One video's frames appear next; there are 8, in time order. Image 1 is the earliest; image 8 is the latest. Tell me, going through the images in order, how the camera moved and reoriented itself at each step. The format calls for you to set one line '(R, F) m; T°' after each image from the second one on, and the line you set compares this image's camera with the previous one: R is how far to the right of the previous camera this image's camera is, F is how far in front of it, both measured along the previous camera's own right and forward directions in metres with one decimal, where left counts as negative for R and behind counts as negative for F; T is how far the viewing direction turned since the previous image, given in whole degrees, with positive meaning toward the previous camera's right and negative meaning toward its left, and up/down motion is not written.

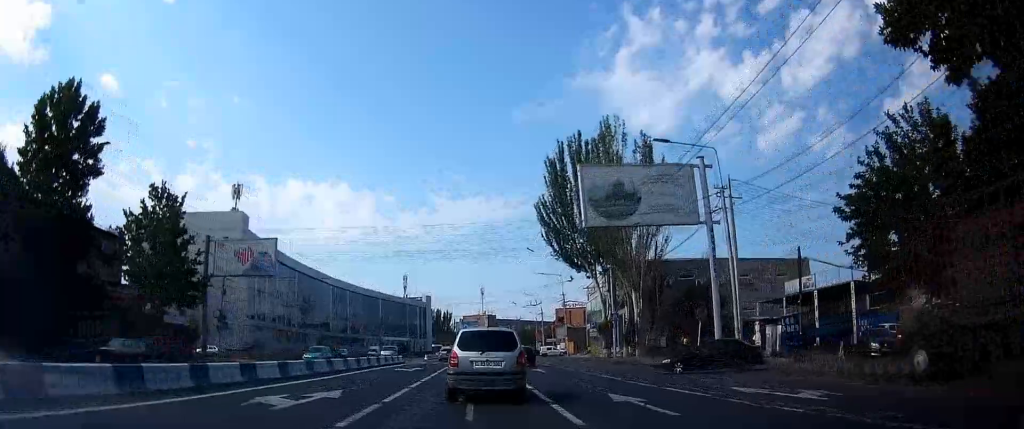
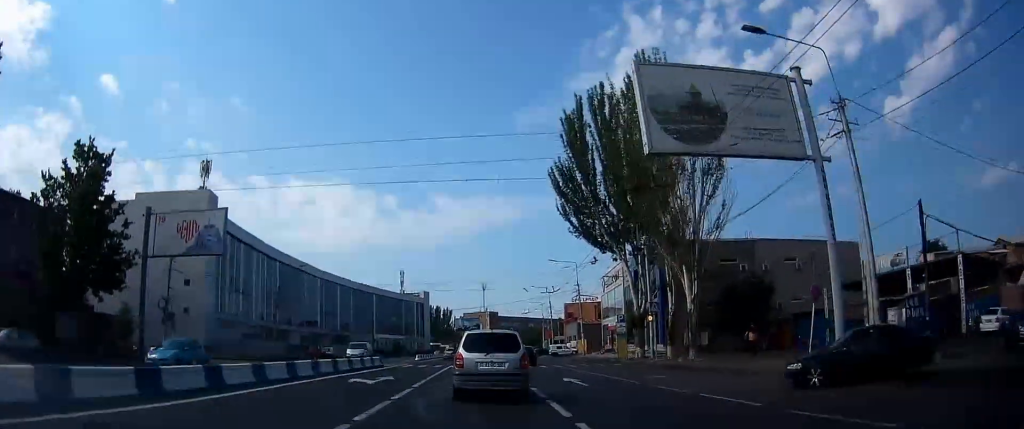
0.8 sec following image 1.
(-0.4, +11.6) m; 0°
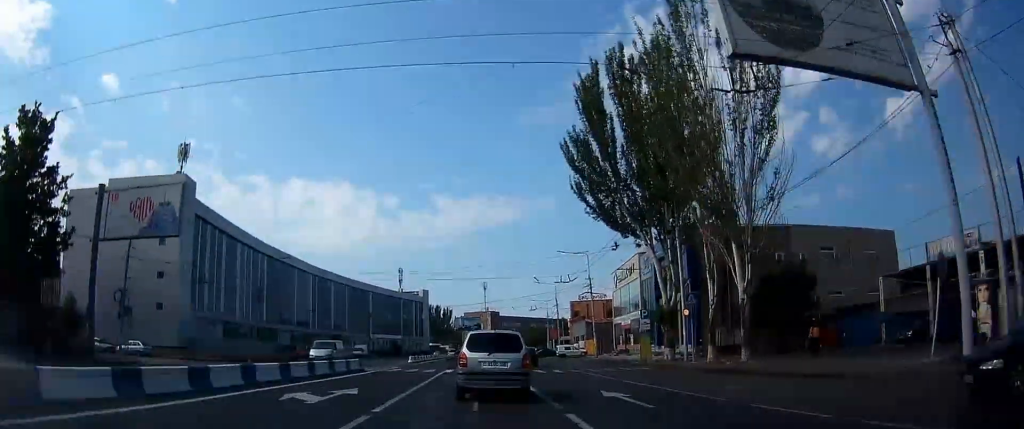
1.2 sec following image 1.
(-0.3, +7.0) m; 0°
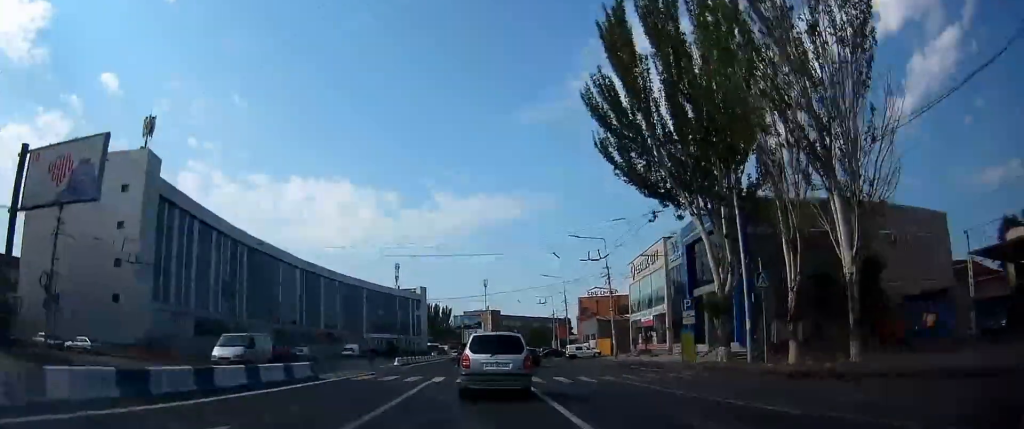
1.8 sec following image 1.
(+0.5, +9.0) m; 0°
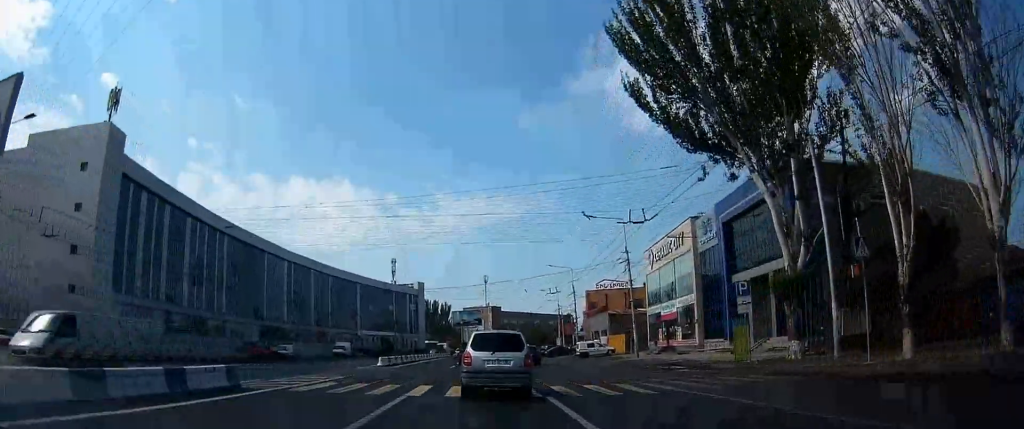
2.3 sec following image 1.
(+0.2, +7.5) m; 0°
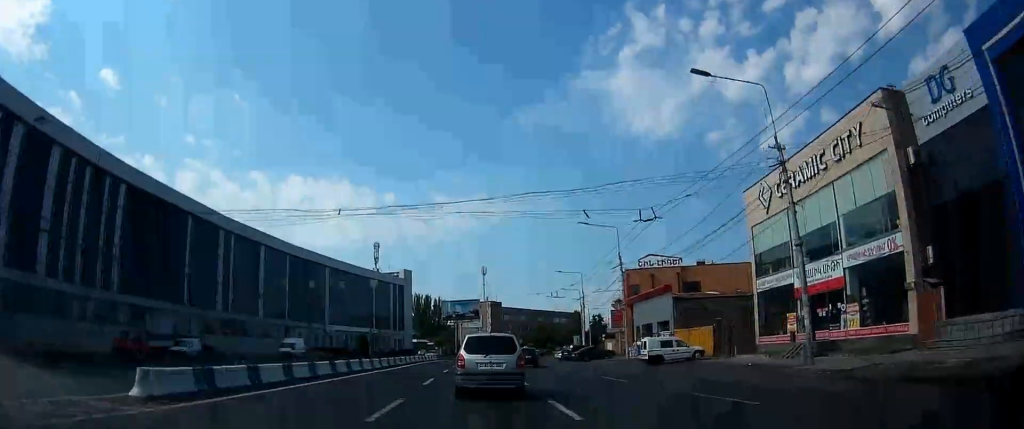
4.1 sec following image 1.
(-0.1, +25.9) m; +1°
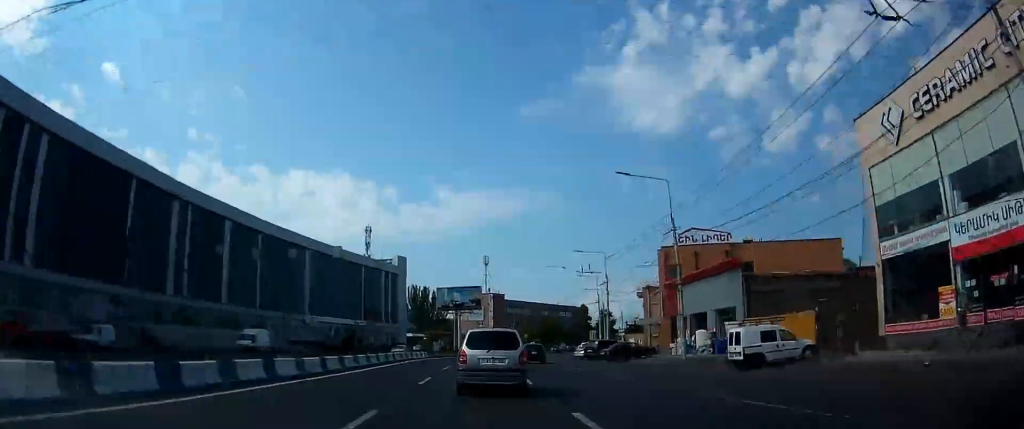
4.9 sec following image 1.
(-0.2, +13.0) m; 0°
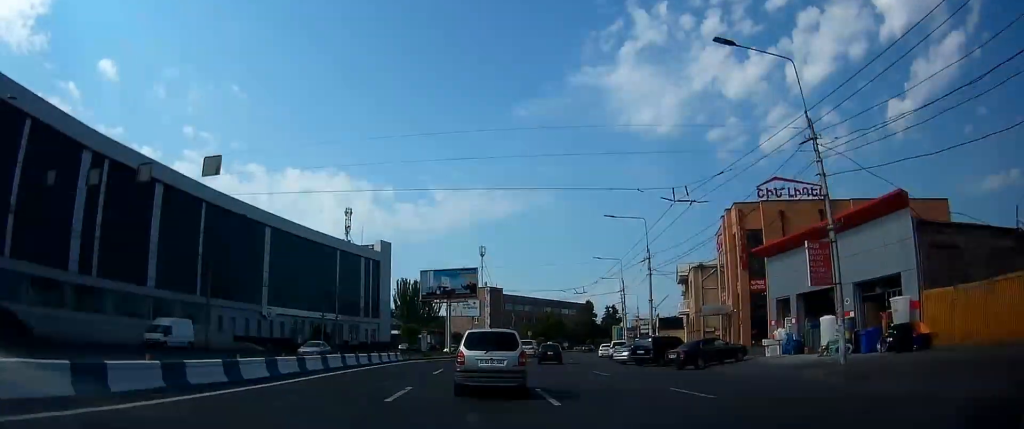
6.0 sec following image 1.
(+0.1, +16.9) m; 0°
